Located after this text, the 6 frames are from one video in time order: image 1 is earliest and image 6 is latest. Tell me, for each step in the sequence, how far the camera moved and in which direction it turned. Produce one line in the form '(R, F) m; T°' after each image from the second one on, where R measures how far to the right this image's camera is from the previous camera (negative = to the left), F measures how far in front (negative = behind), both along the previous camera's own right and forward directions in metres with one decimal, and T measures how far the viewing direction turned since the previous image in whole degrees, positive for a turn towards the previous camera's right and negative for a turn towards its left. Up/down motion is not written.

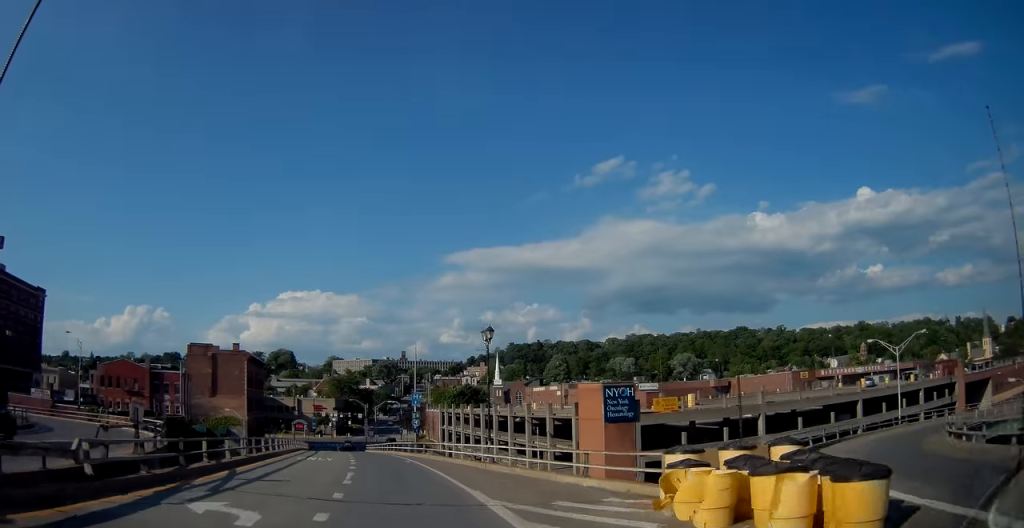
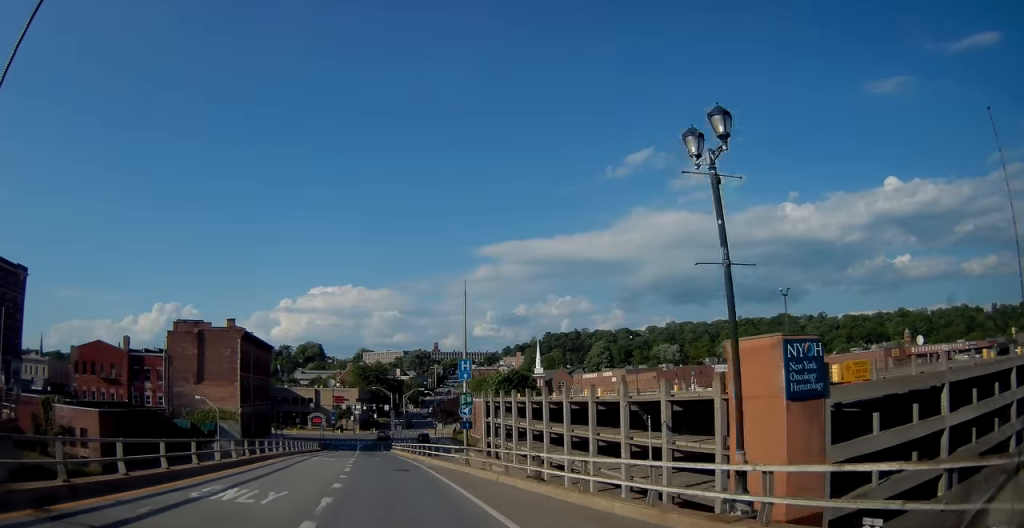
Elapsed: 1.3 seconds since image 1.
(-0.8, +18.9) m; -5°
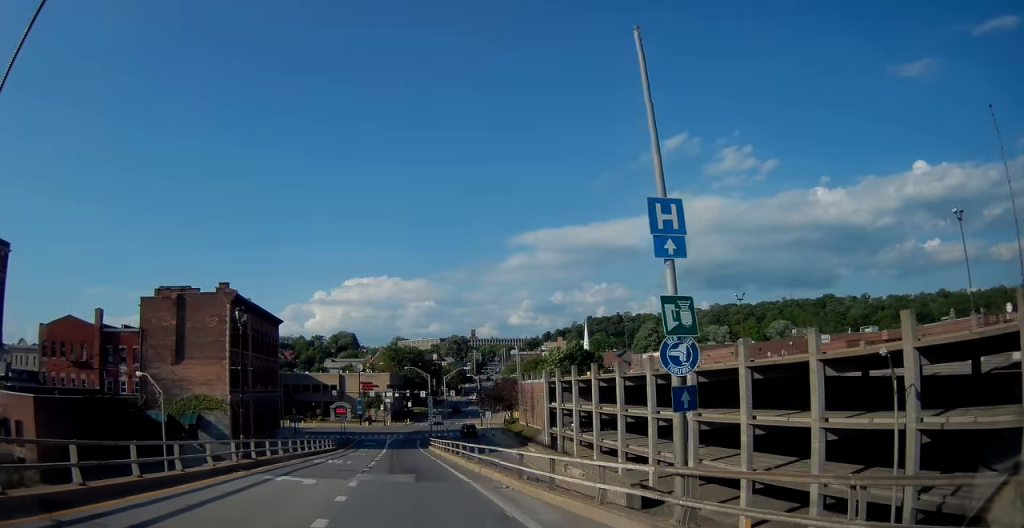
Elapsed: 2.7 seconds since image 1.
(-0.4, +18.2) m; -2°
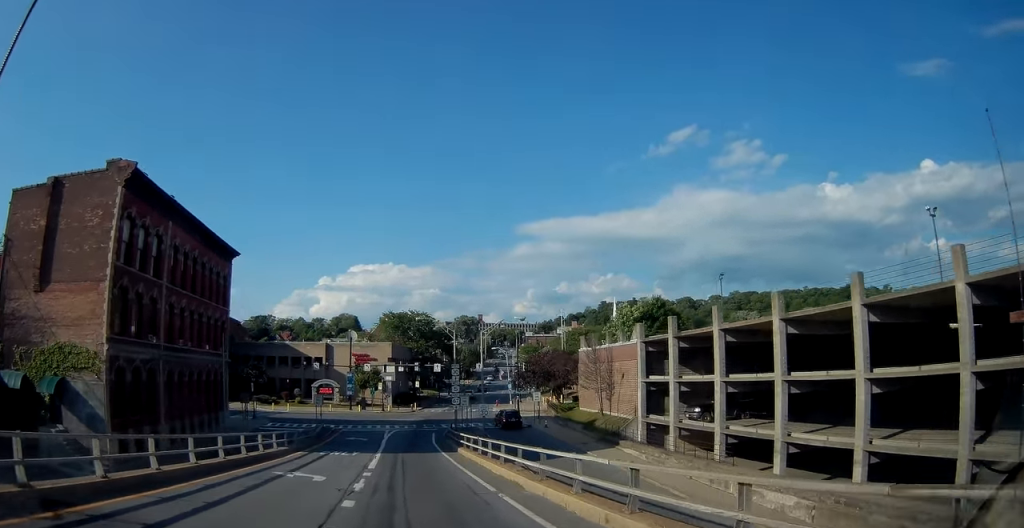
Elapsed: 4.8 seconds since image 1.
(+0.1, +27.5) m; +1°
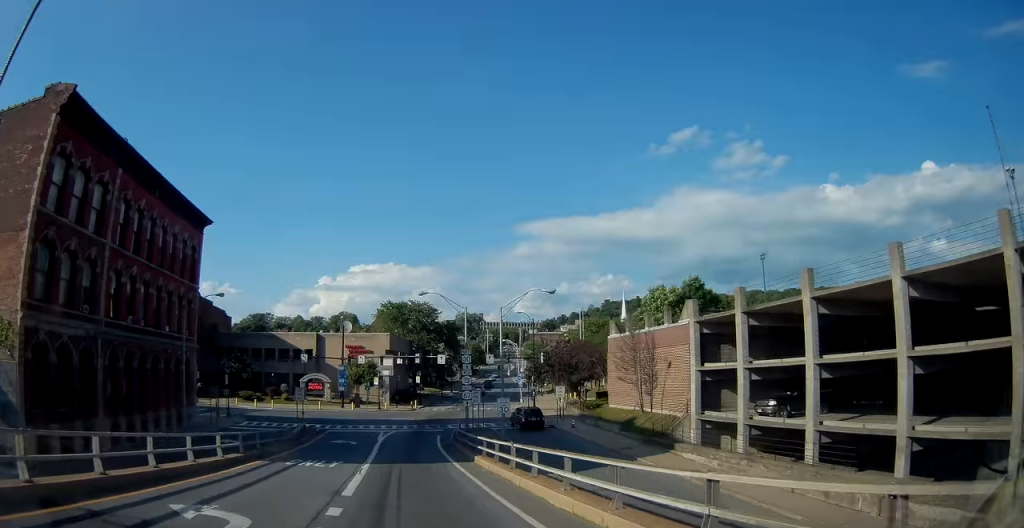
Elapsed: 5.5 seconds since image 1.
(0.0, +8.7) m; 0°
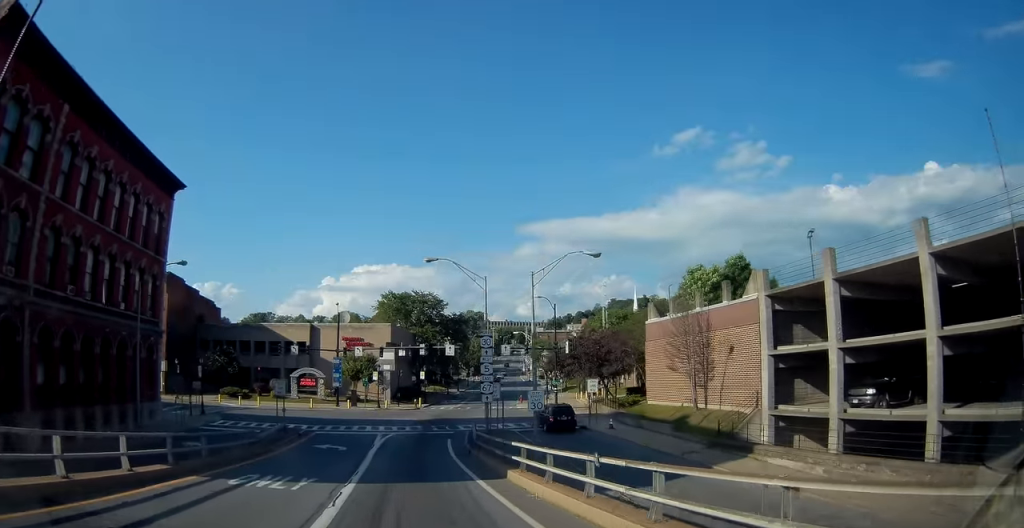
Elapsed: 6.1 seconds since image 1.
(0.0, +7.4) m; -1°
